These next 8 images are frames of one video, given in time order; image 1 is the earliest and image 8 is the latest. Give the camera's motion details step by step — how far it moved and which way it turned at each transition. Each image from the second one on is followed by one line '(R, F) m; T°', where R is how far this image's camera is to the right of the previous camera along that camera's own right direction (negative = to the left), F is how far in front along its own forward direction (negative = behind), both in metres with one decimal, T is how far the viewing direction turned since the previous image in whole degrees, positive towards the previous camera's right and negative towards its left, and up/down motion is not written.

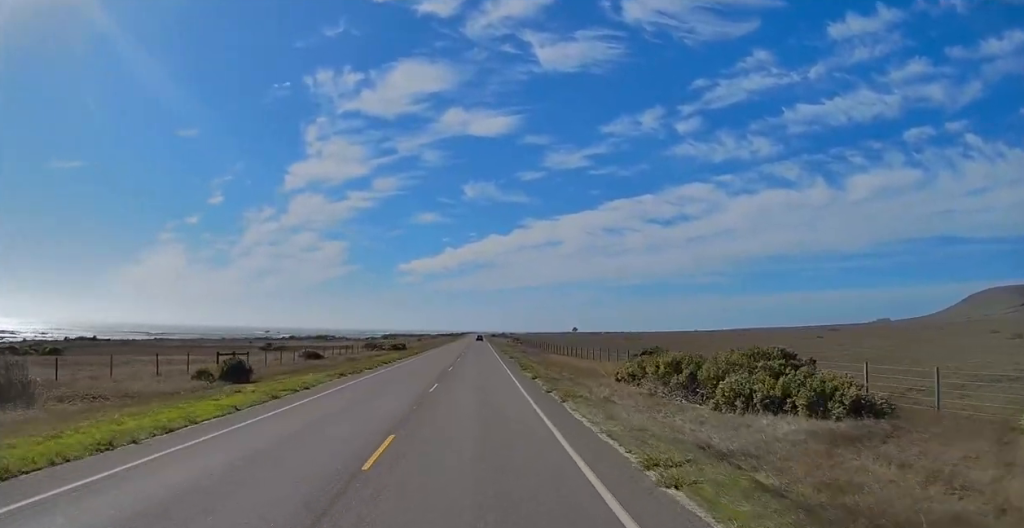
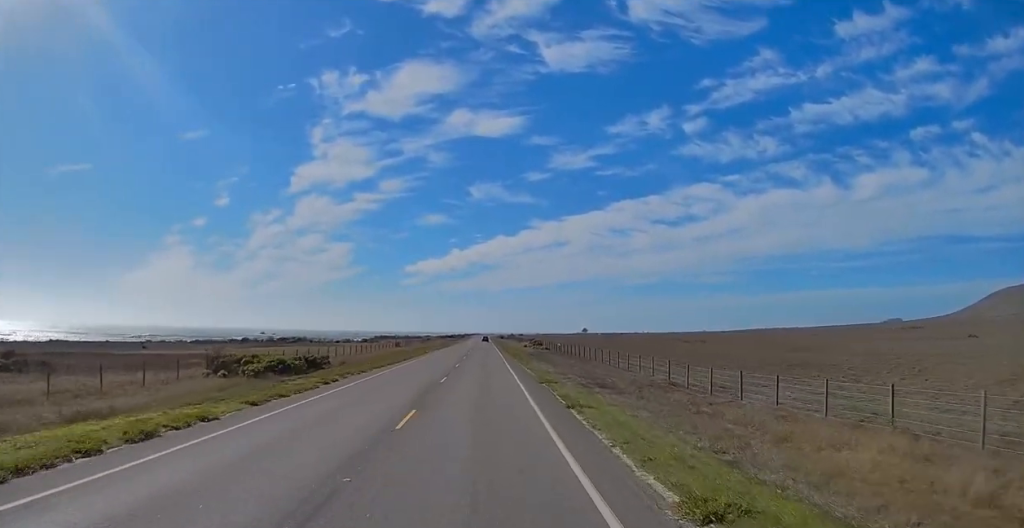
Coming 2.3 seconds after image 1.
(-0.1, +54.6) m; -1°
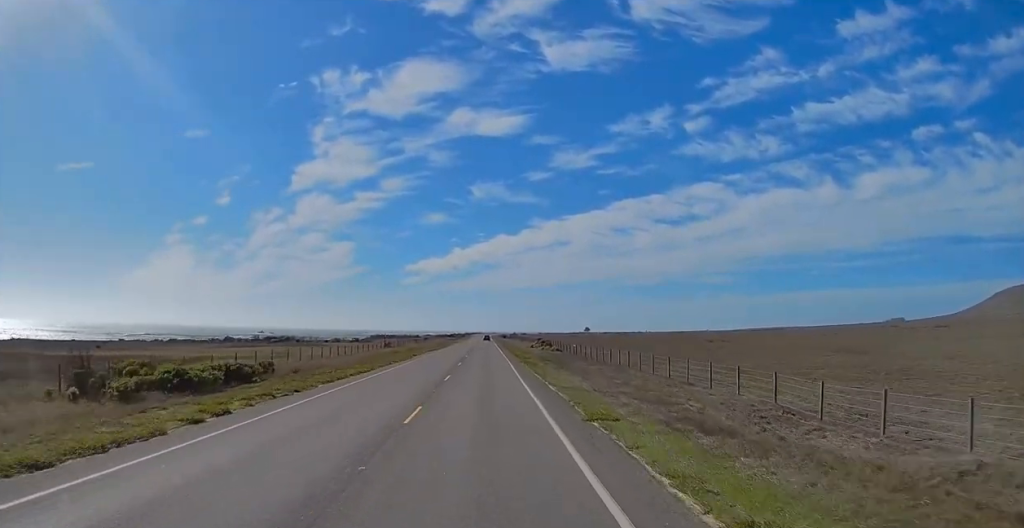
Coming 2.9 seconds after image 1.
(-0.1, +13.4) m; 0°
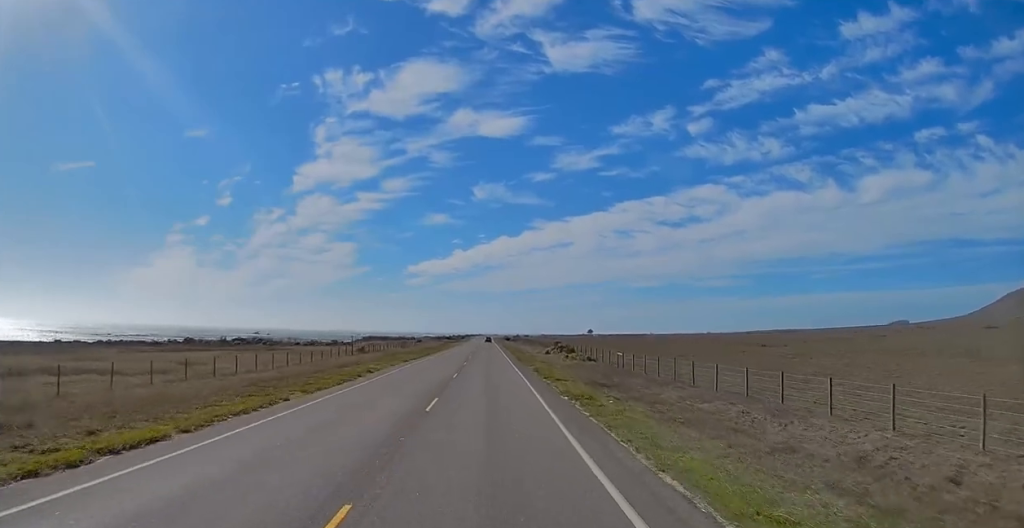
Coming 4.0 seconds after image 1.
(-0.1, +25.6) m; 0°
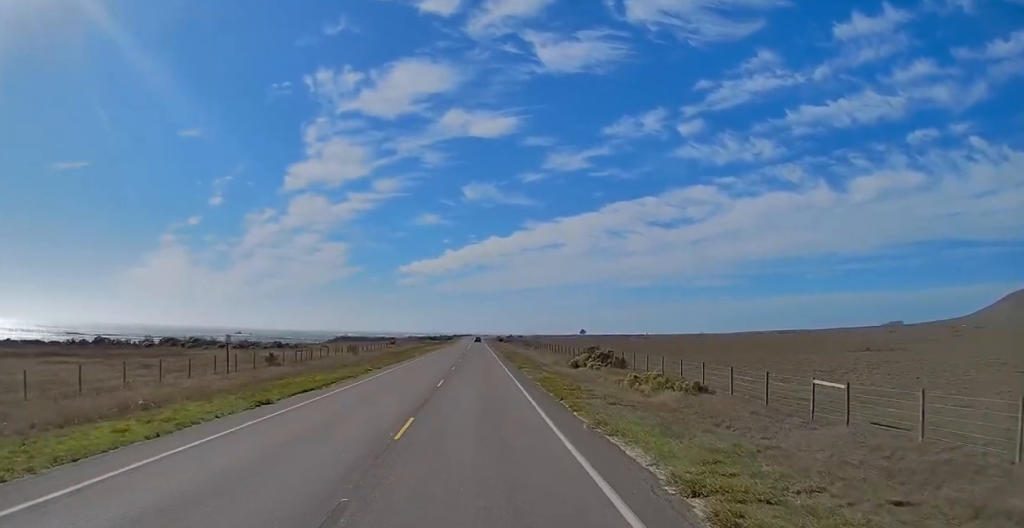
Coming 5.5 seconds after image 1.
(+0.2, +33.6) m; +1°
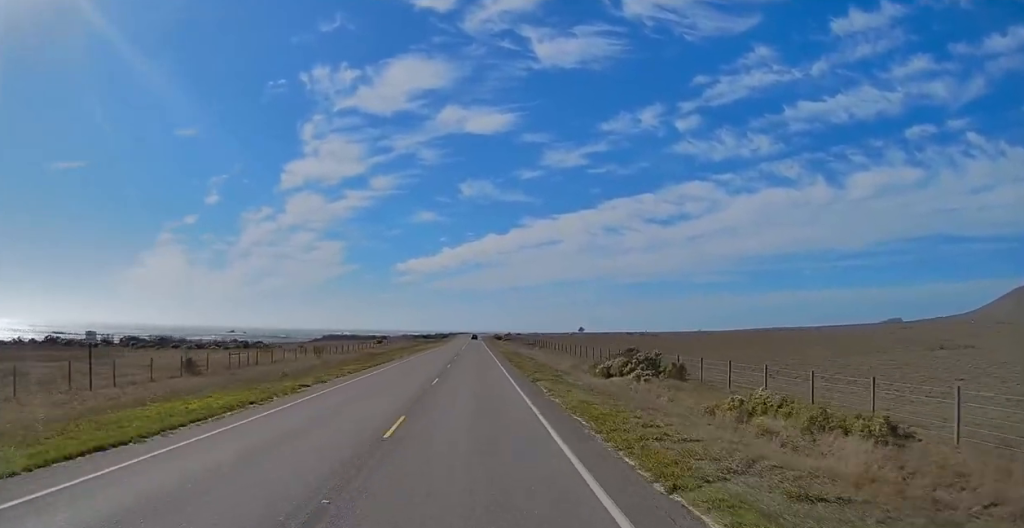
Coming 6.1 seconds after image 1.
(0.0, +15.0) m; 0°
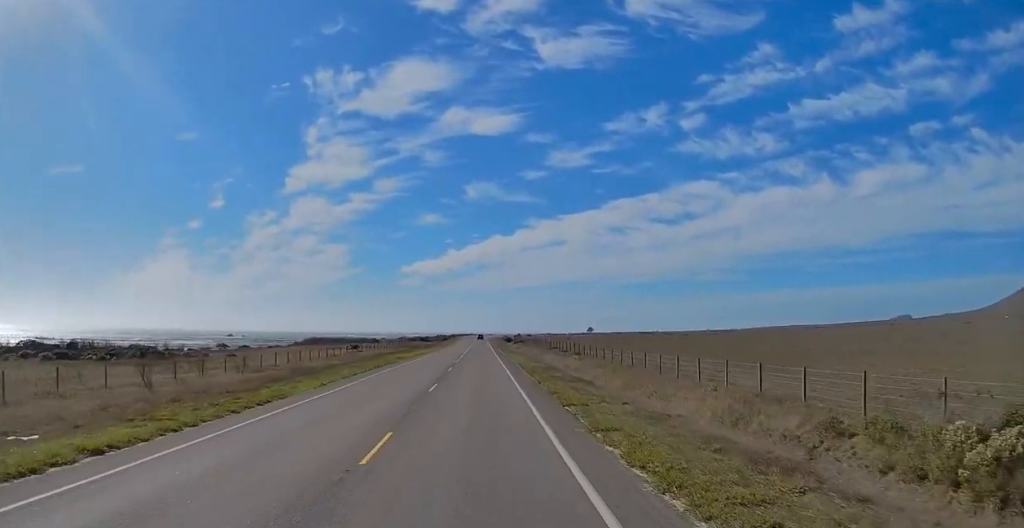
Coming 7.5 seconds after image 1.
(+0.1, +33.5) m; 0°
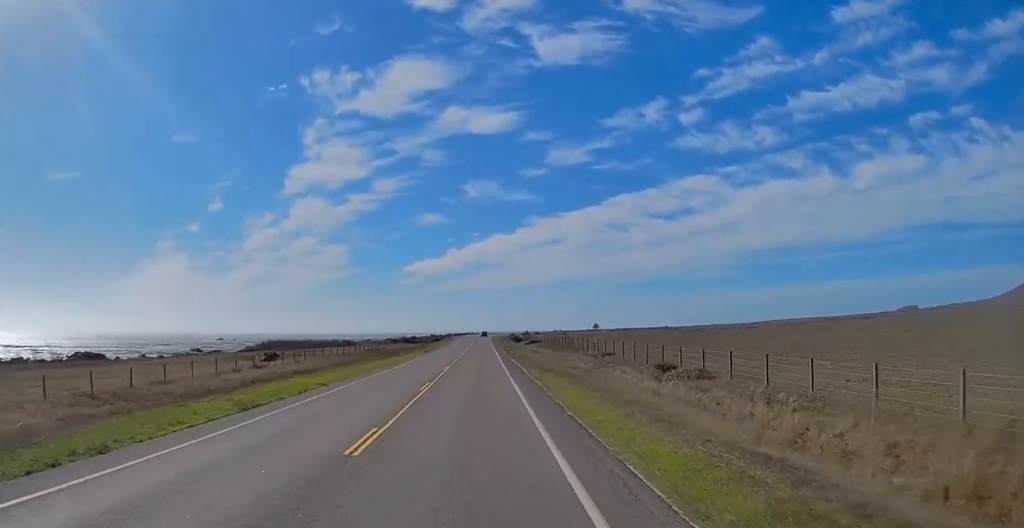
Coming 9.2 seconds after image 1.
(-0.1, +39.7) m; 0°
